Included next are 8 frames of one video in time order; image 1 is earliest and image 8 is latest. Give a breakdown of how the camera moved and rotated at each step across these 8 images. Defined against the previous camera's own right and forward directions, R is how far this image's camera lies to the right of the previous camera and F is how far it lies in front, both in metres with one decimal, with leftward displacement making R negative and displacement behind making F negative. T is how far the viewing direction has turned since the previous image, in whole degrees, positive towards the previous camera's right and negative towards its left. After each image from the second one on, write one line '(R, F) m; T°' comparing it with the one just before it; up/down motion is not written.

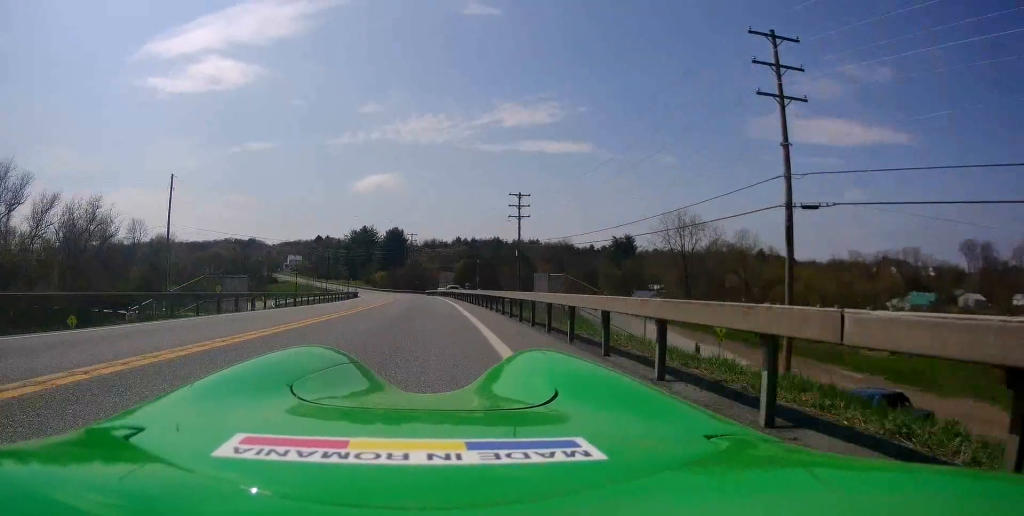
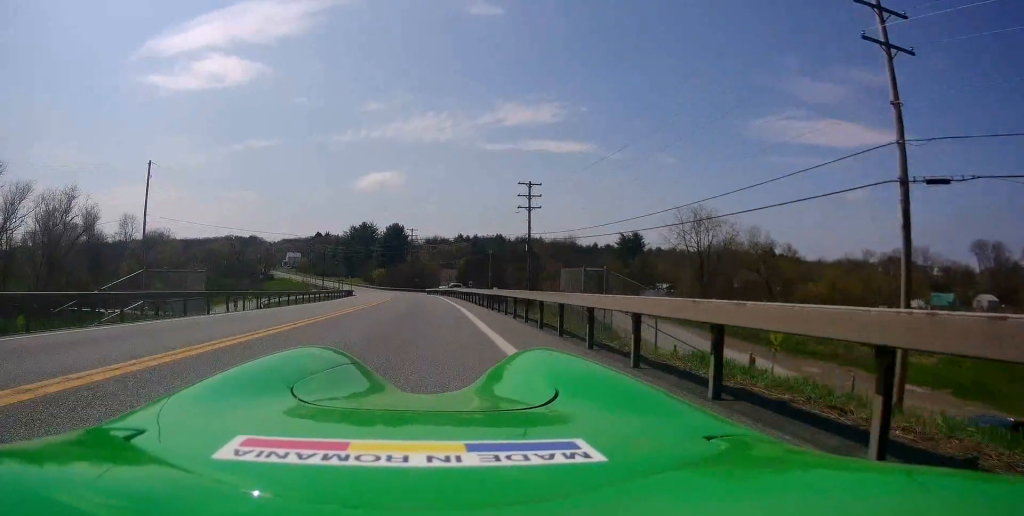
(+0.2, +6.3) m; +1°
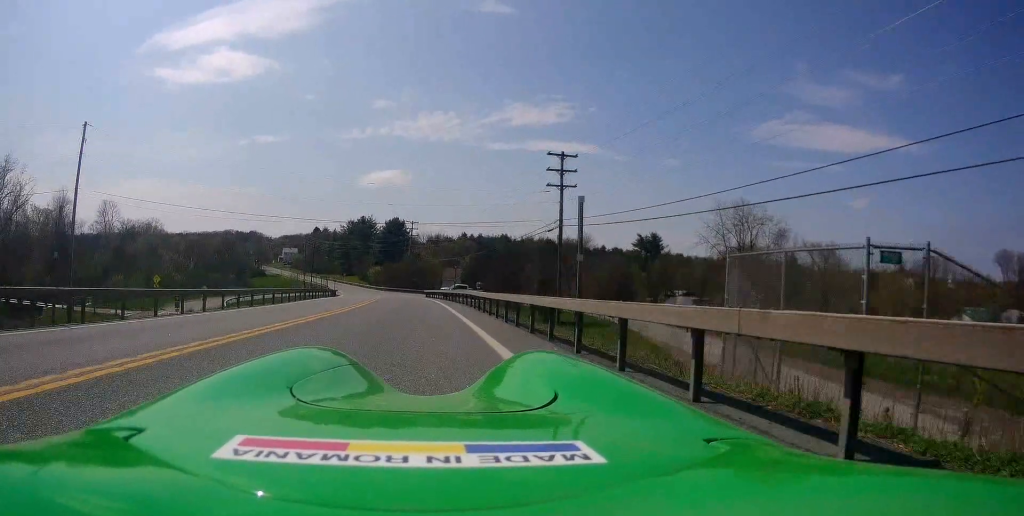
(0.0, +14.2) m; +1°
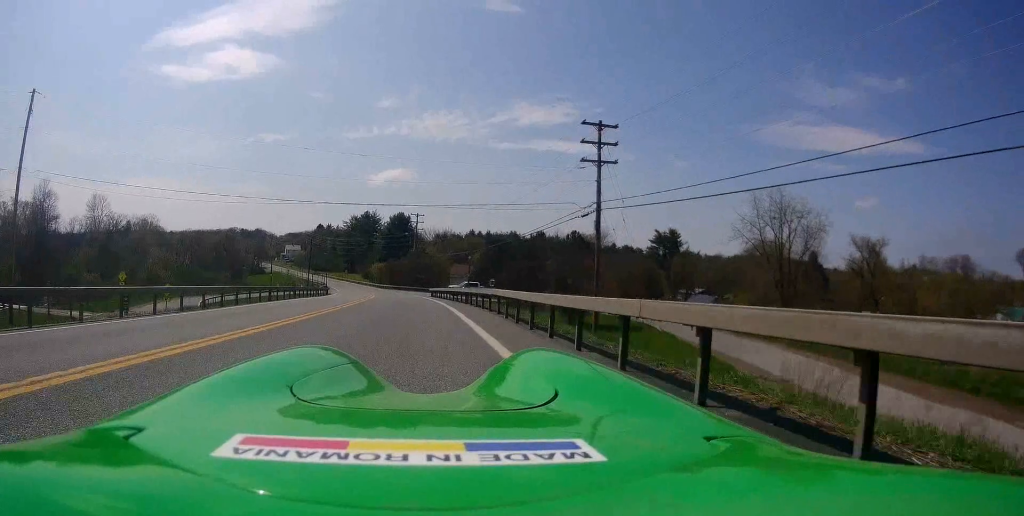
(+0.7, +8.9) m; -3°
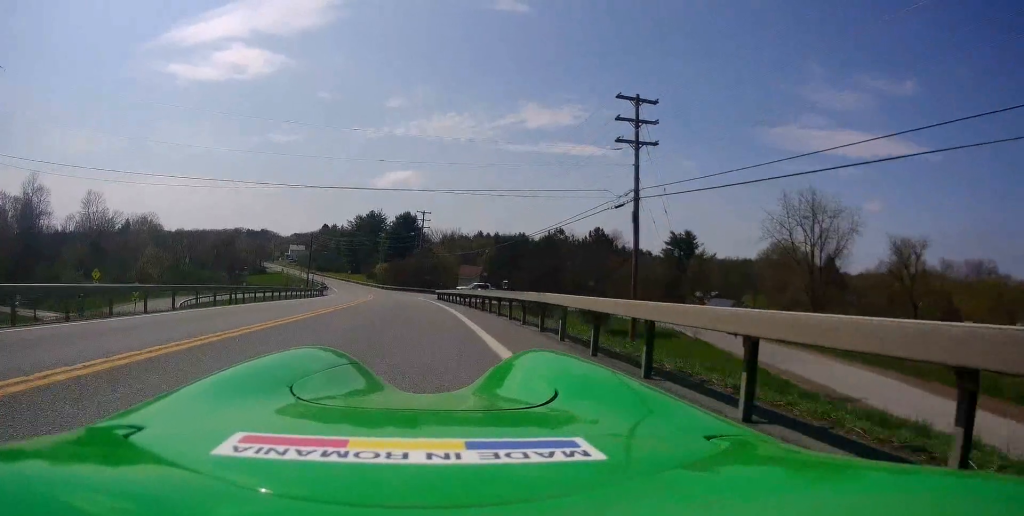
(-0.7, +5.9) m; -1°
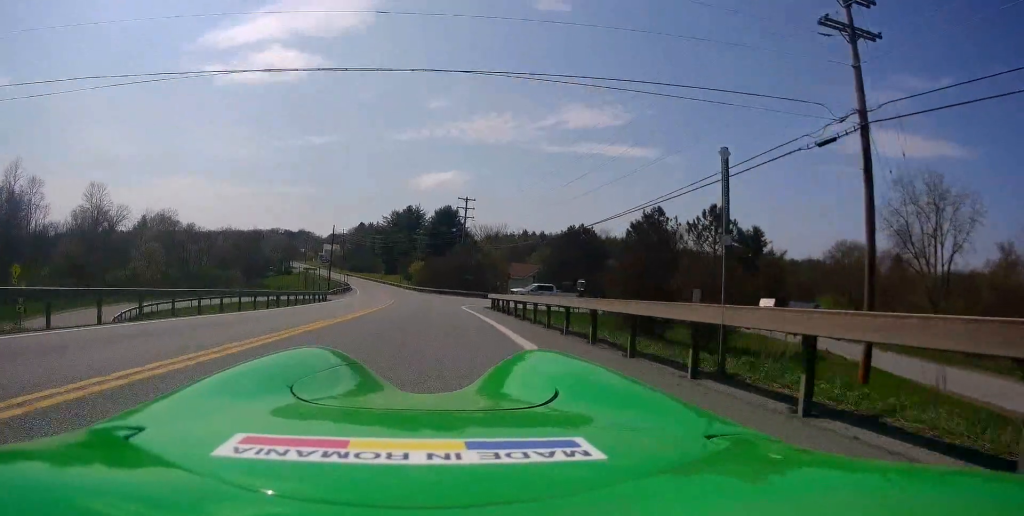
(+0.5, +16.2) m; +2°
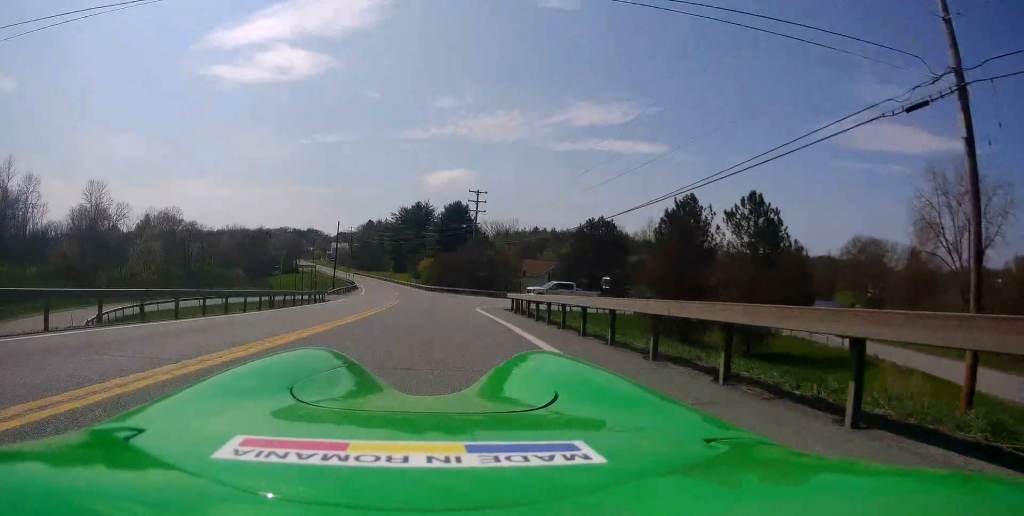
(-0.1, +4.1) m; -3°
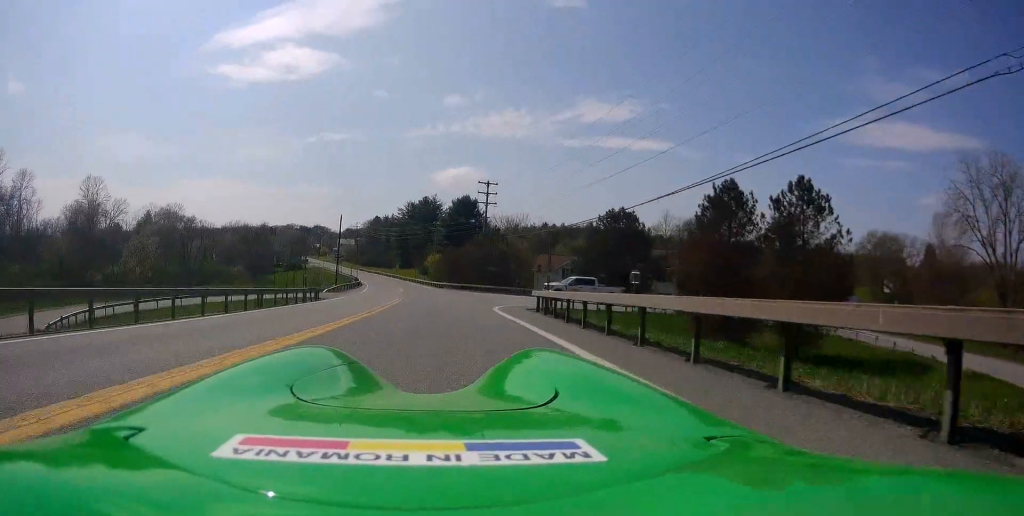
(0.0, +4.1) m; -2°
